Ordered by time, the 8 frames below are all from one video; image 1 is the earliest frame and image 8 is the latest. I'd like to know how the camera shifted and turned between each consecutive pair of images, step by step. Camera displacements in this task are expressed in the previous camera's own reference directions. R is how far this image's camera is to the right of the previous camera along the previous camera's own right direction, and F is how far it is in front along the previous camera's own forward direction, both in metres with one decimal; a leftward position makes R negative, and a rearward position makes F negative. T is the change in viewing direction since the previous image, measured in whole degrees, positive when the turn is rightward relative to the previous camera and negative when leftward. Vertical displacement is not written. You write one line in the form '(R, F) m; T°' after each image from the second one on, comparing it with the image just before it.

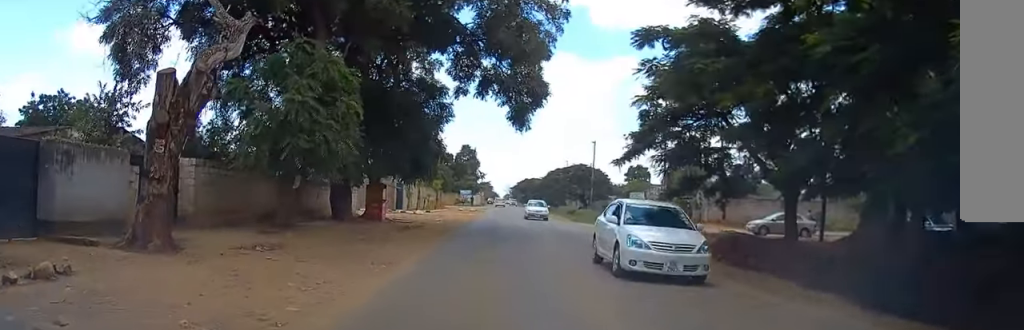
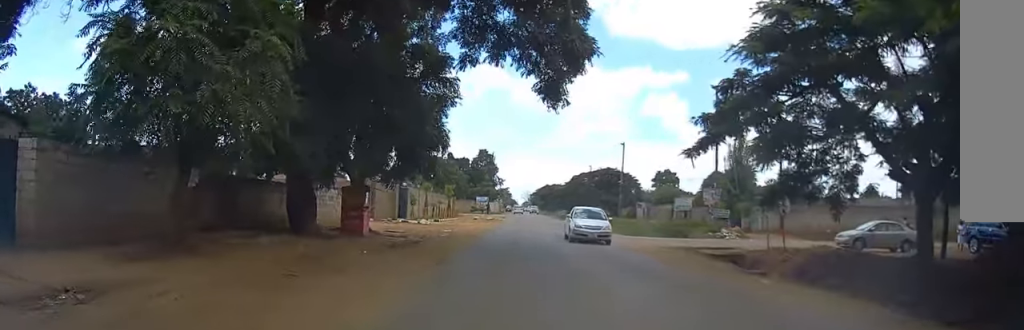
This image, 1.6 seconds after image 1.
(0.0, +9.1) m; 0°
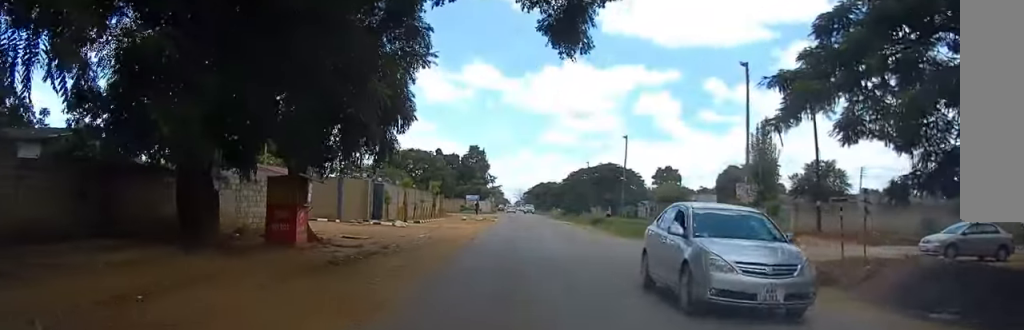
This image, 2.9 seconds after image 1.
(0.0, +7.6) m; 0°
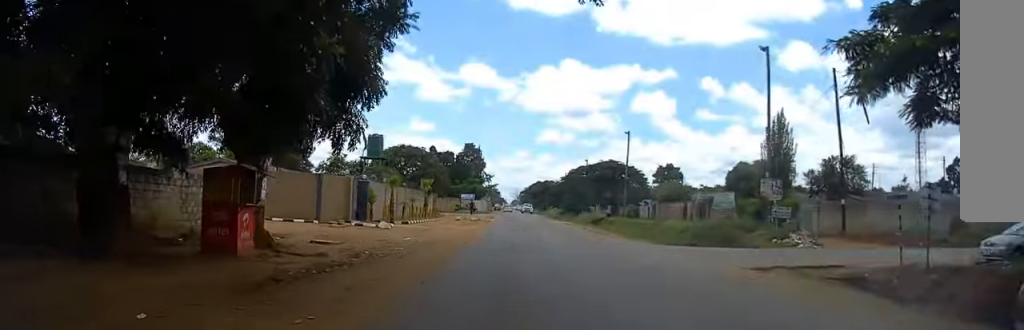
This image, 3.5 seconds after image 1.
(0.0, +3.9) m; +1°
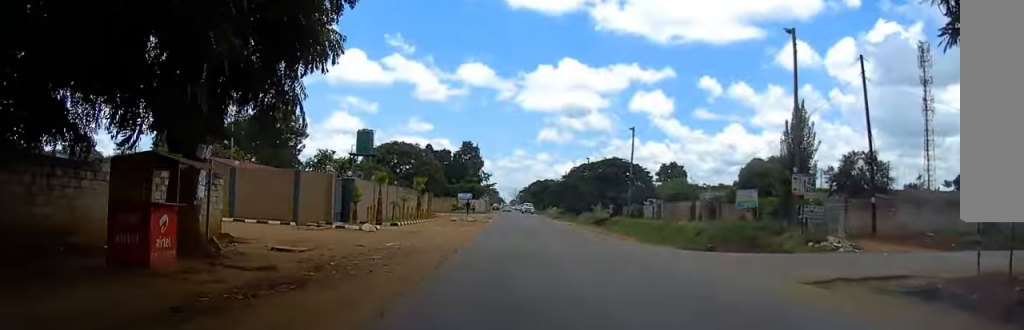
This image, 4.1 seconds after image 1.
(0.0, +3.7) m; +1°
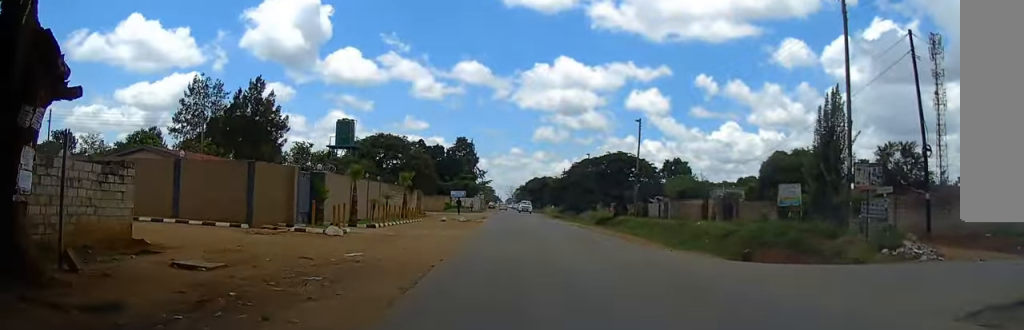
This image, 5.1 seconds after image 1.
(+0.1, +5.7) m; +2°
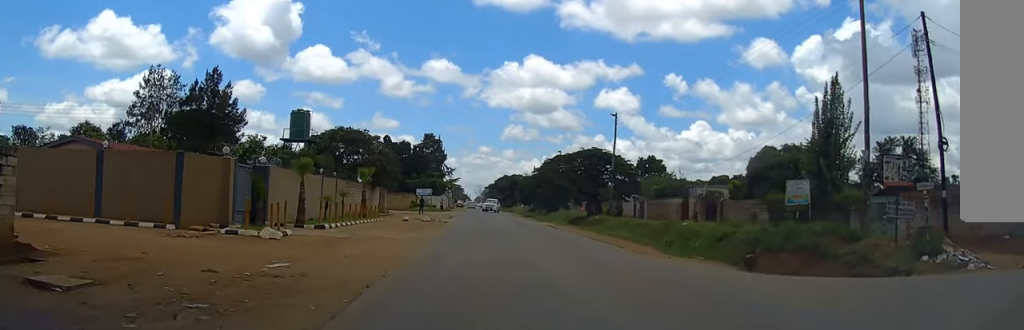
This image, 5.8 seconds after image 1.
(+0.1, +3.9) m; +6°
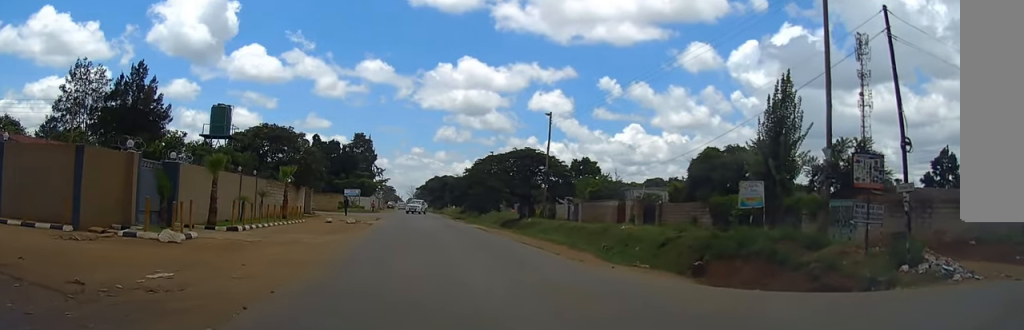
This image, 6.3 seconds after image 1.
(+0.1, +2.3) m; +6°
